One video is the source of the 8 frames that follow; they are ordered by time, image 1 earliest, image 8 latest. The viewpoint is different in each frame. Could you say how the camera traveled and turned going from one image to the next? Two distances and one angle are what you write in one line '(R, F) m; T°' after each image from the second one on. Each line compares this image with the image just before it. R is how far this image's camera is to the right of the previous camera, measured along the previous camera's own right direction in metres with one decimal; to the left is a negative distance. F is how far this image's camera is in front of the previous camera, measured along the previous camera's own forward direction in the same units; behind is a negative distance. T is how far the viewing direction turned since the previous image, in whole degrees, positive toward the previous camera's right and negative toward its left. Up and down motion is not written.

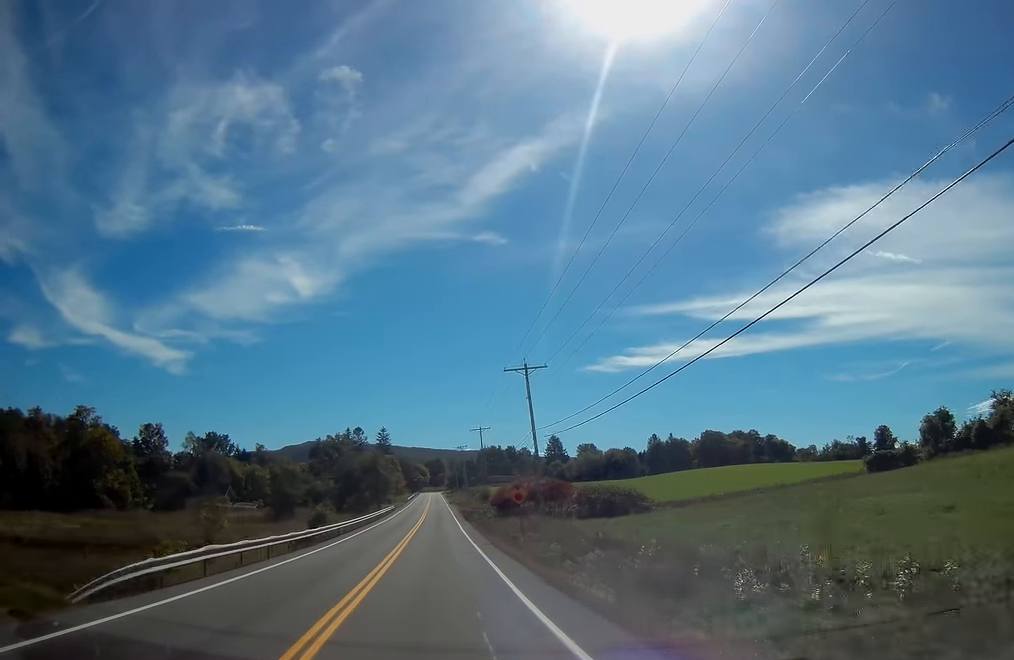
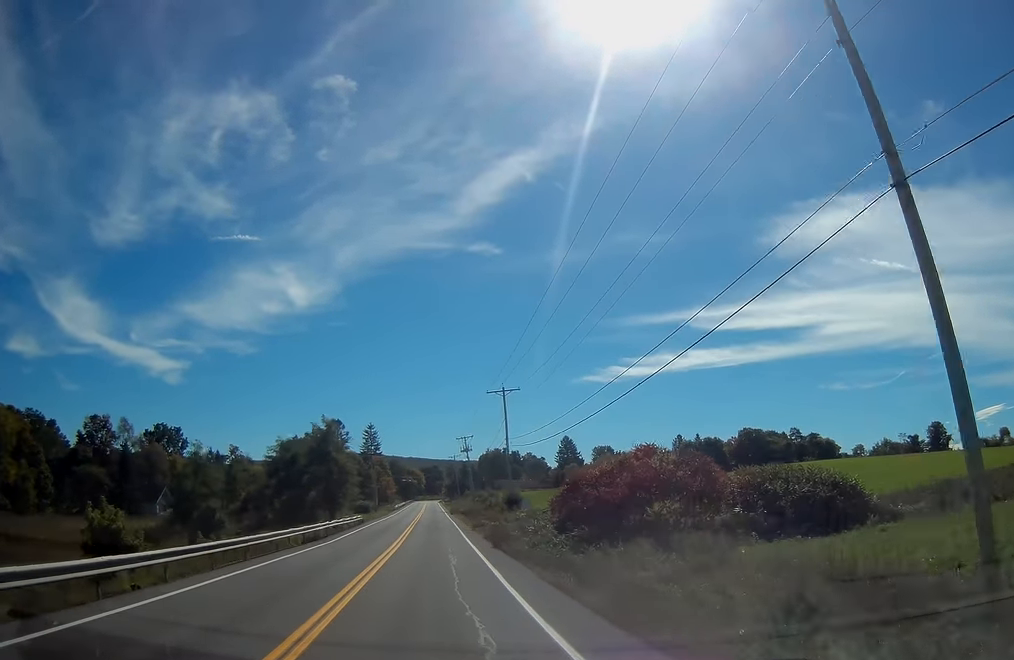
(+0.1, +40.6) m; 0°
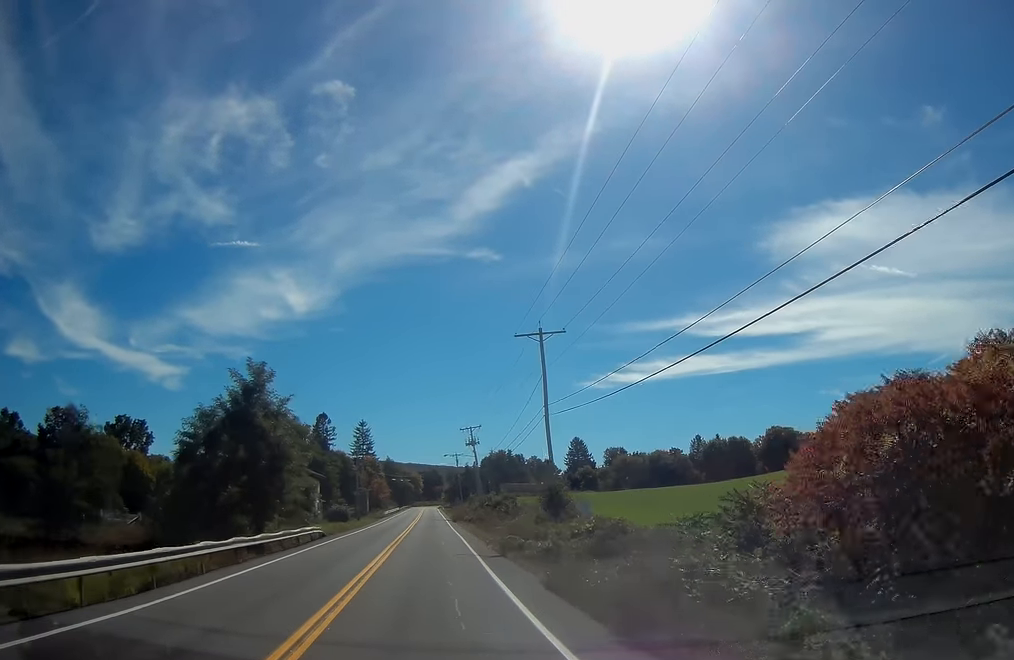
(-0.1, +23.4) m; 0°
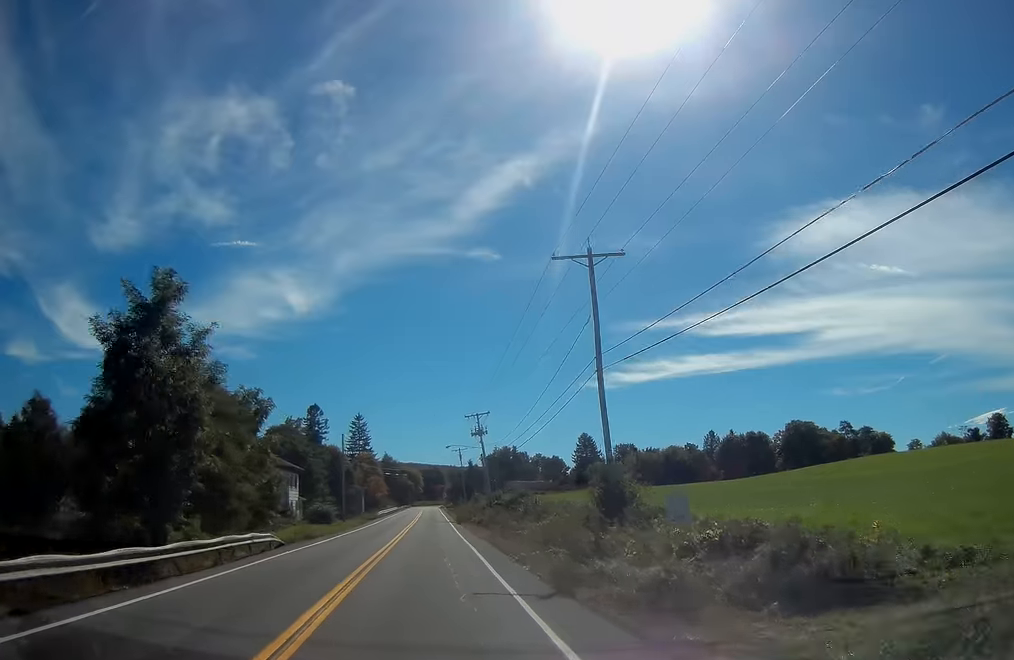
(+0.1, +13.2) m; 0°
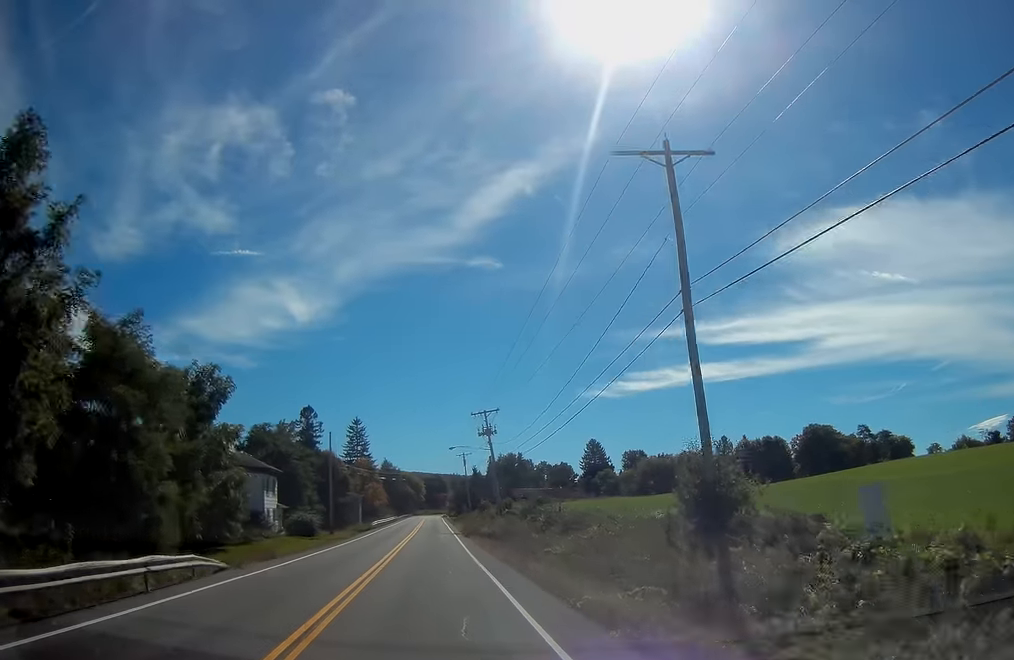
(+0.1, +9.9) m; 0°
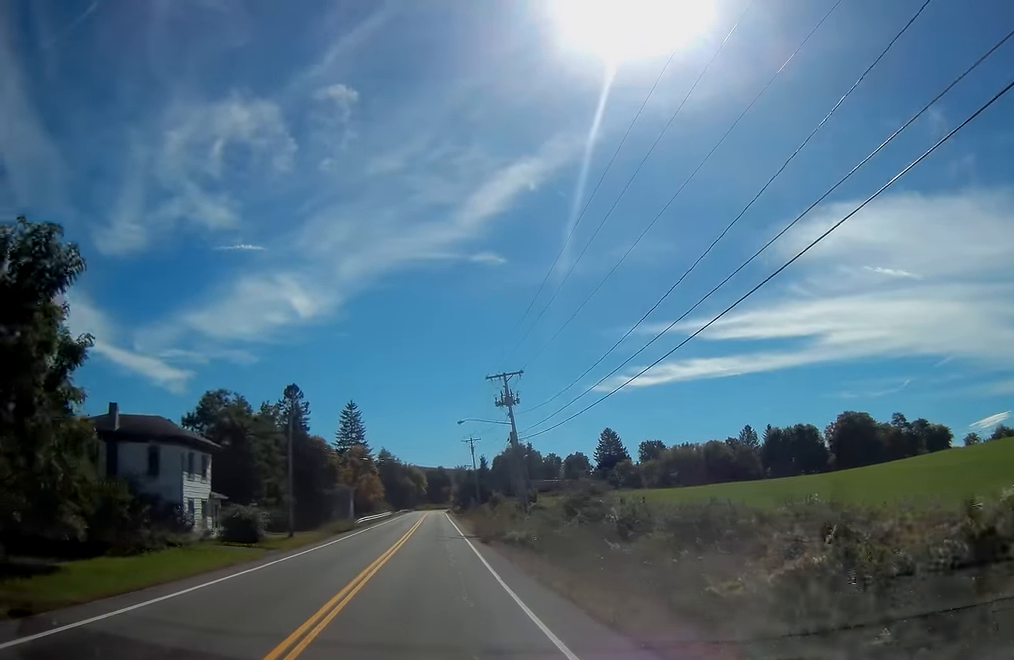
(0.0, +18.1) m; -1°
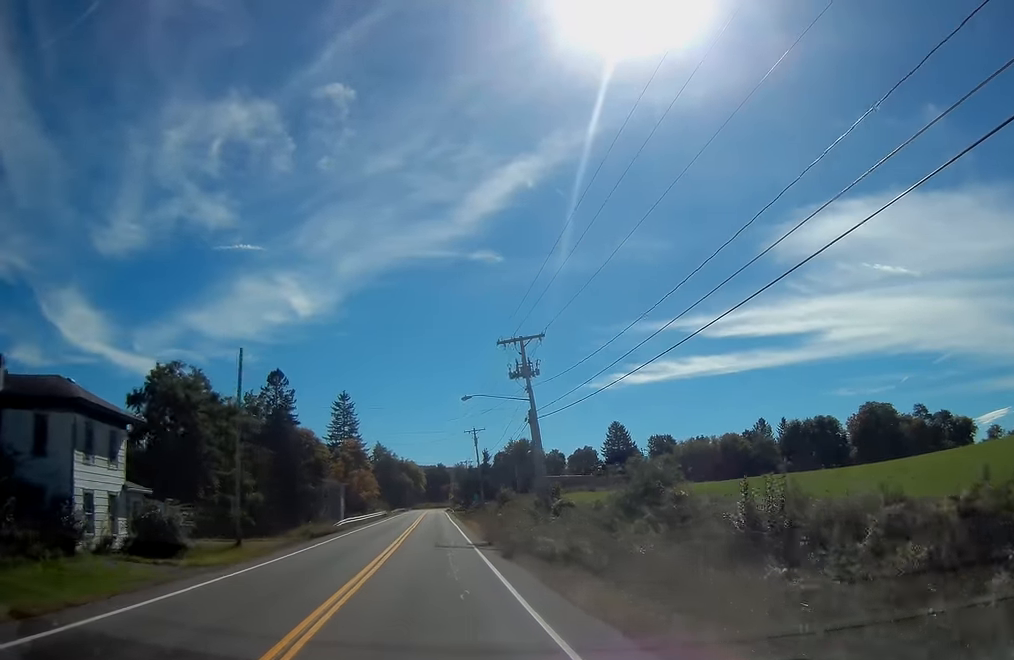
(-0.2, +11.8) m; 0°
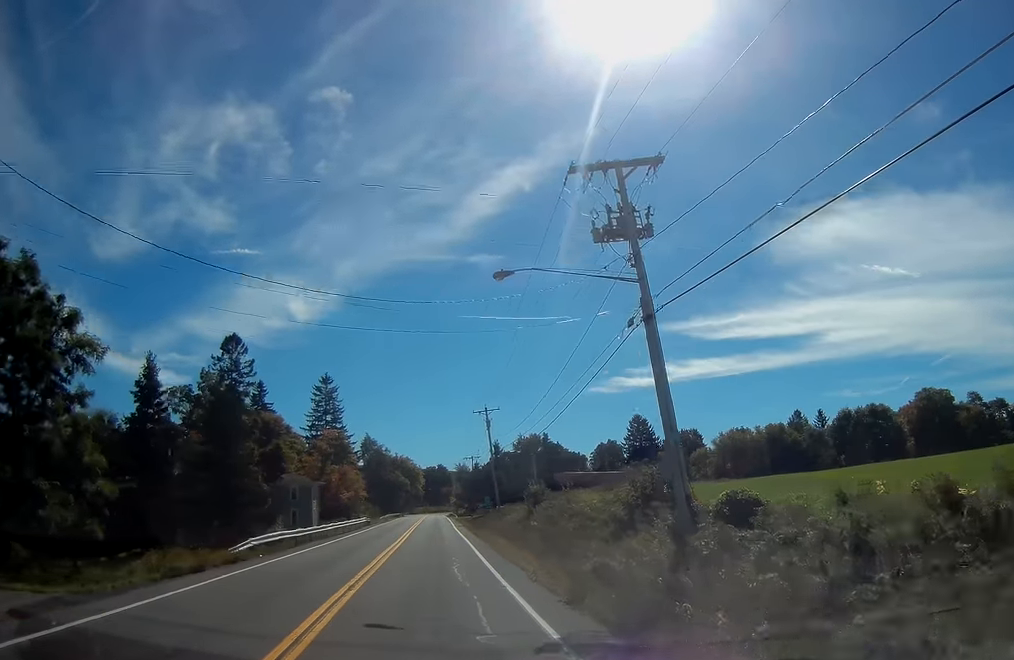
(+0.2, +25.2) m; 0°
